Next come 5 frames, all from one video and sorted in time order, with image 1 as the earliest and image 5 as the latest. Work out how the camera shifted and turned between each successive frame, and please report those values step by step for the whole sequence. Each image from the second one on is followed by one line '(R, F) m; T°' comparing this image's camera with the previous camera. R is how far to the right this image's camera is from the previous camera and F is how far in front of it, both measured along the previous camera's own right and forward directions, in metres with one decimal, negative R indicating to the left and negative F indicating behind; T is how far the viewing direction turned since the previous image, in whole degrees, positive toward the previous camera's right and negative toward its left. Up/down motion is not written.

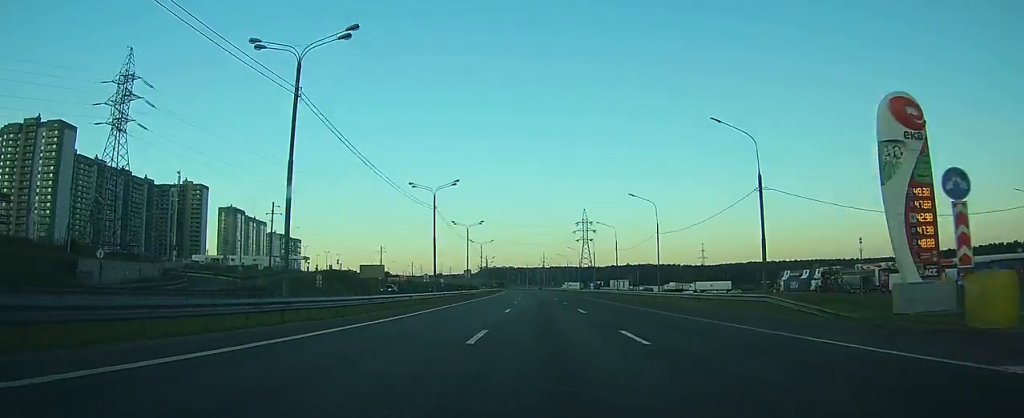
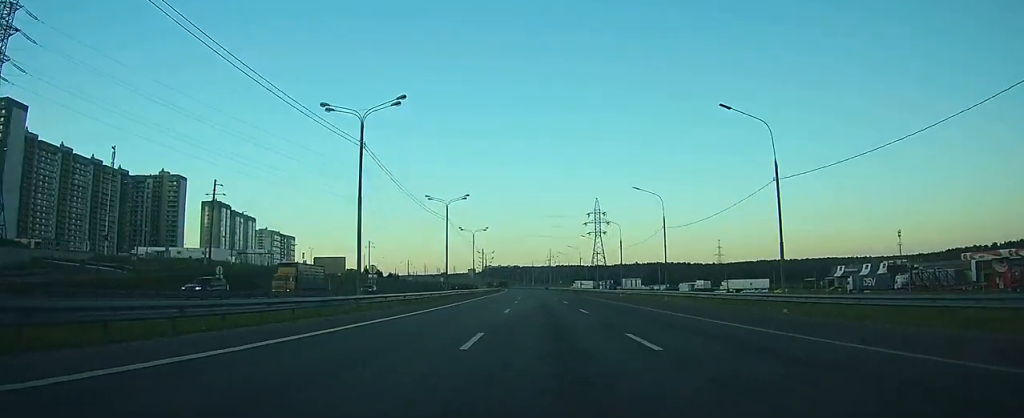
(-0.1, +33.5) m; -1°
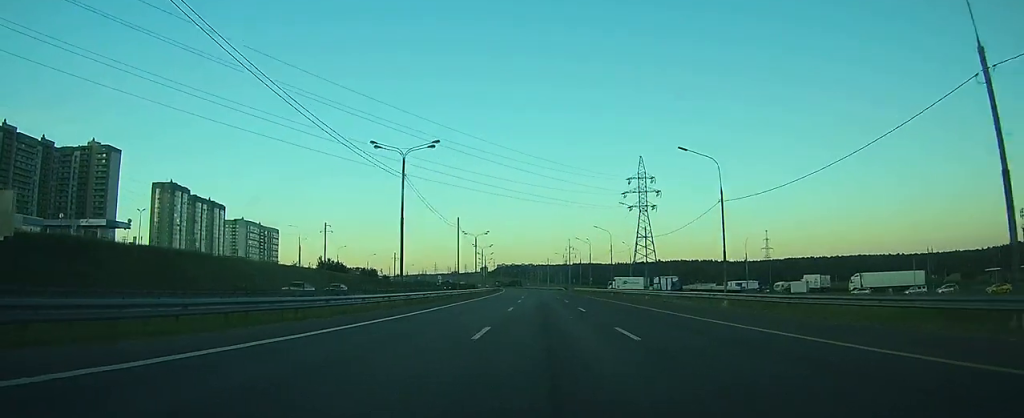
(-0.7, +78.3) m; -1°
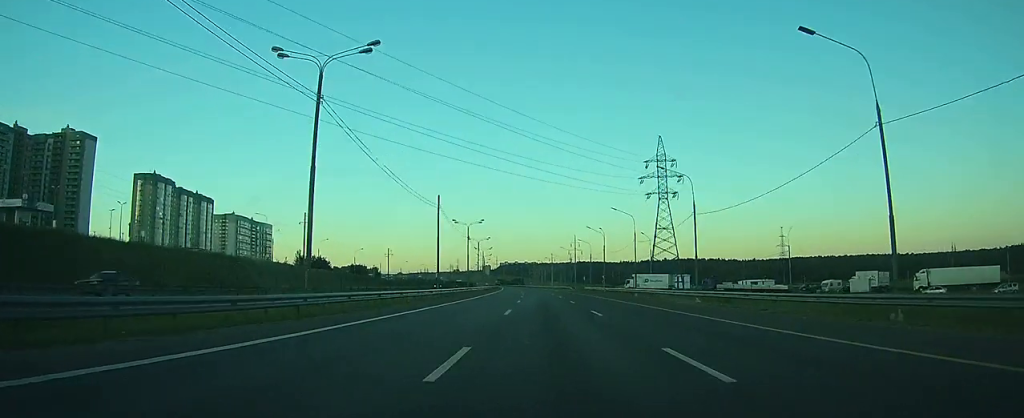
(-0.1, +22.4) m; -1°
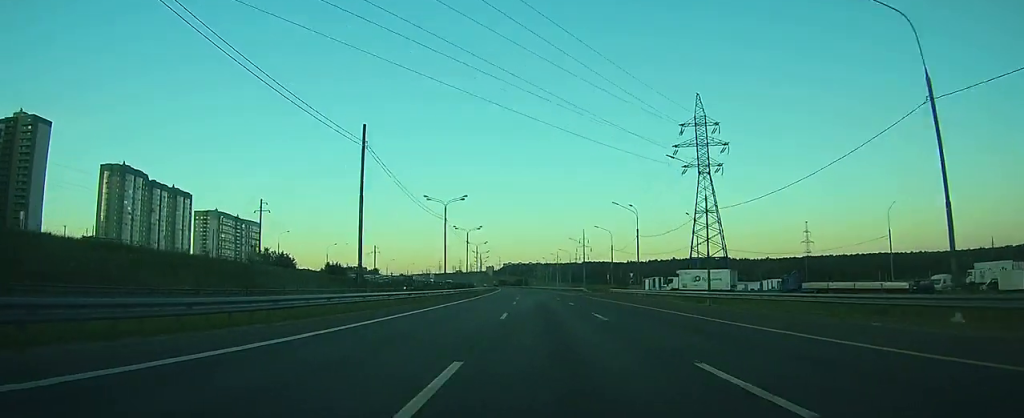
(-0.3, +34.0) m; -1°
